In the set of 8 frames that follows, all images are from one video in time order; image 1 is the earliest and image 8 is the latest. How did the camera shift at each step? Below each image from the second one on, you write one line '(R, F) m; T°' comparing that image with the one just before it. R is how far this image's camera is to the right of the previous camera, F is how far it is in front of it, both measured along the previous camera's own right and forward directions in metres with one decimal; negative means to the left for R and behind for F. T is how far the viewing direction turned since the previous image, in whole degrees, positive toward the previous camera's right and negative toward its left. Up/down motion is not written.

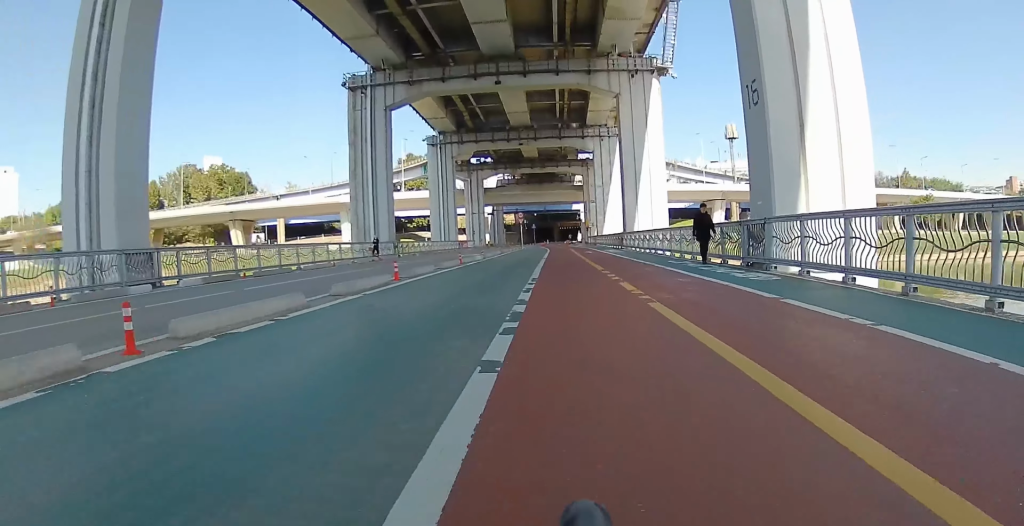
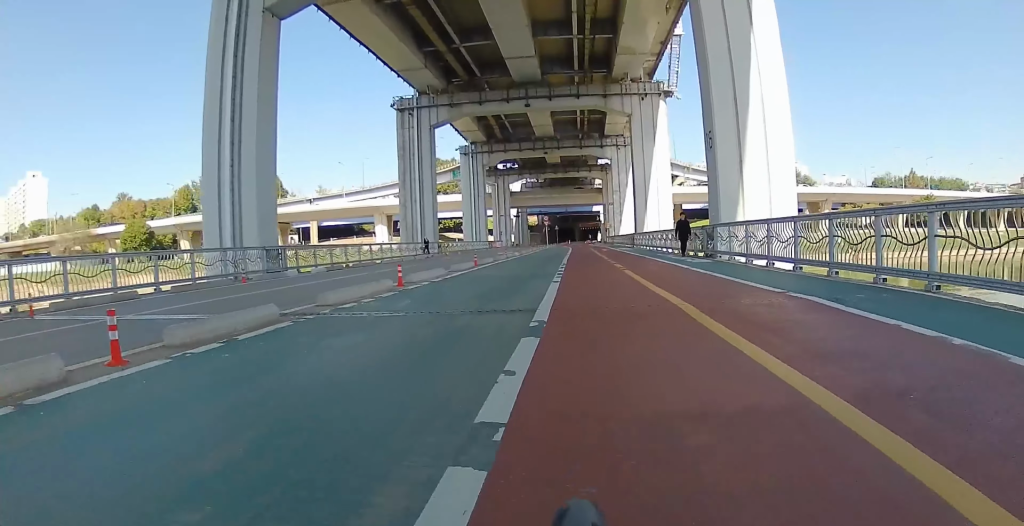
(+0.1, +7.8) m; +1°
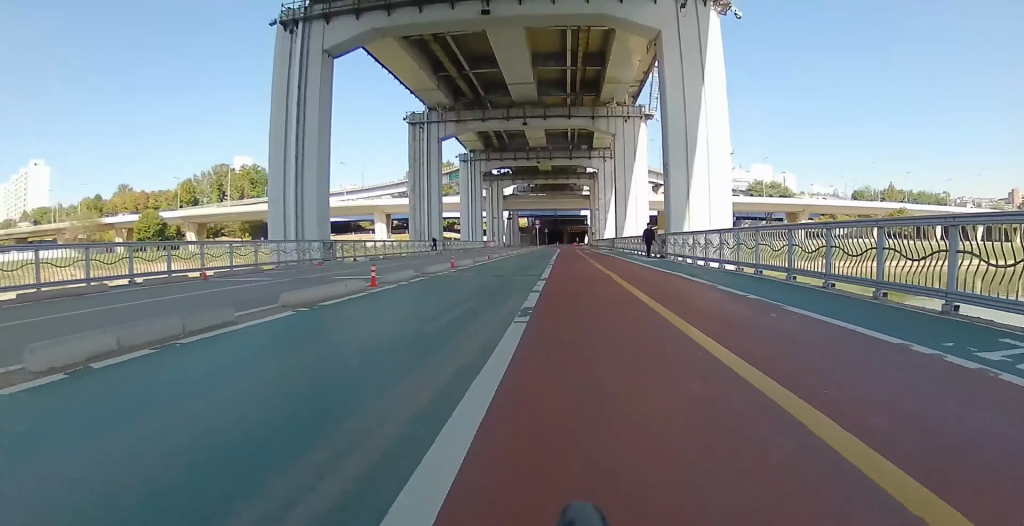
(0.0, +7.7) m; -1°
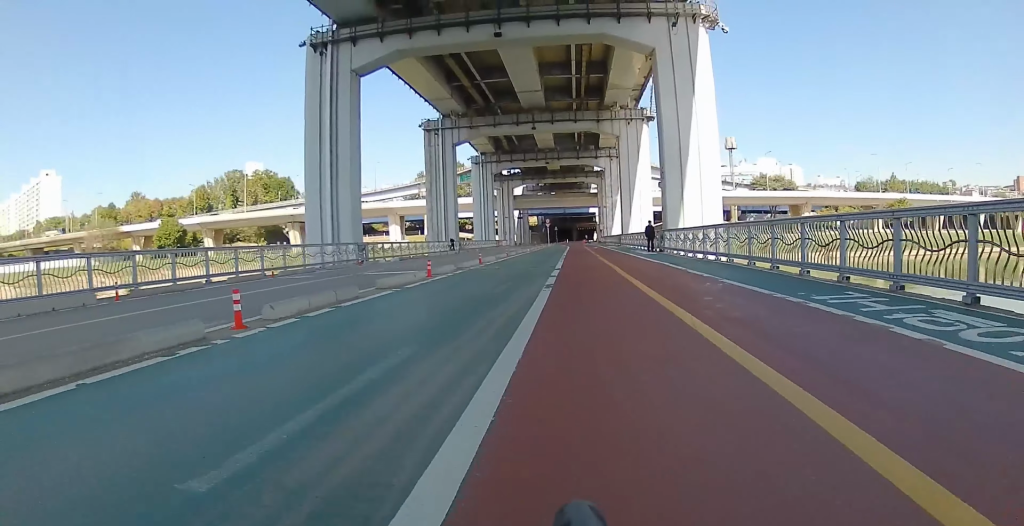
(-0.1, +3.9) m; 0°
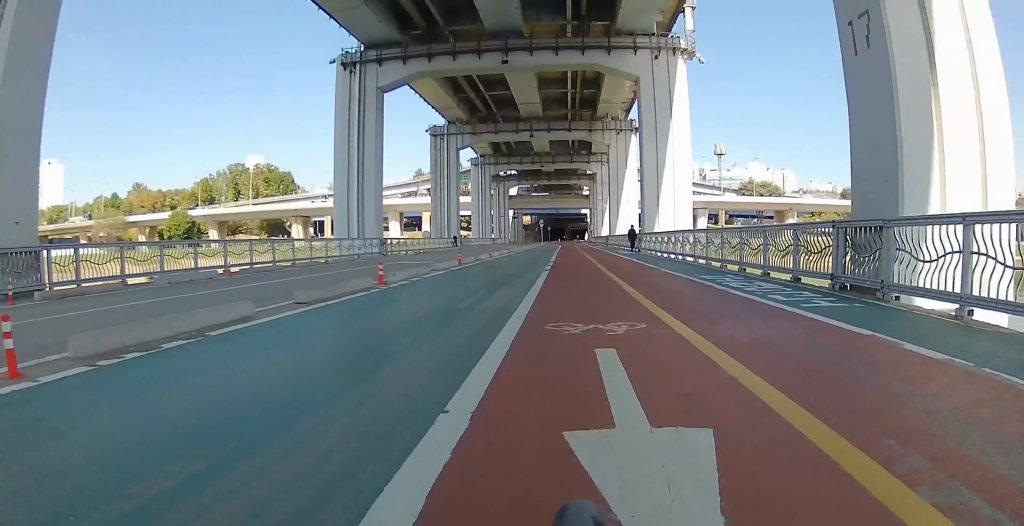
(0.0, +6.1) m; 0°
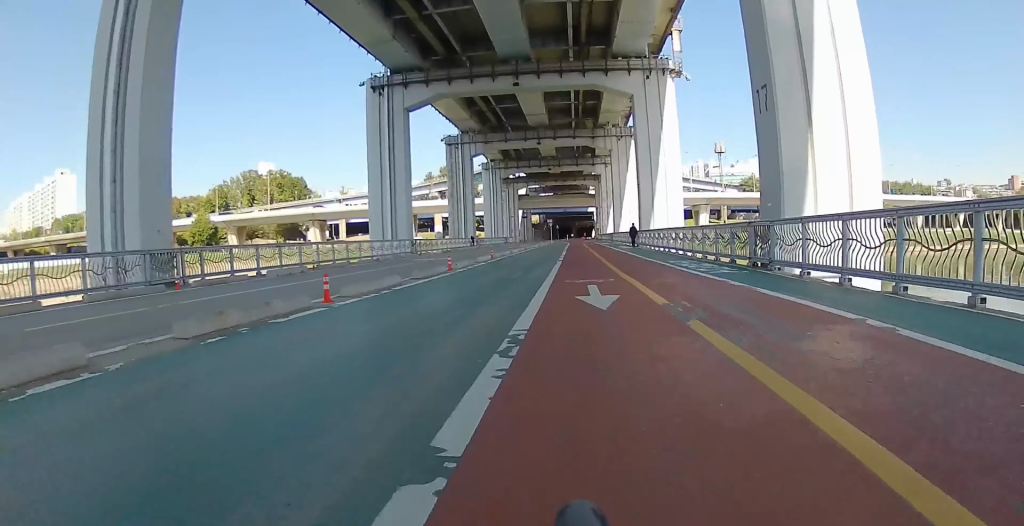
(+0.1, +6.1) m; +1°
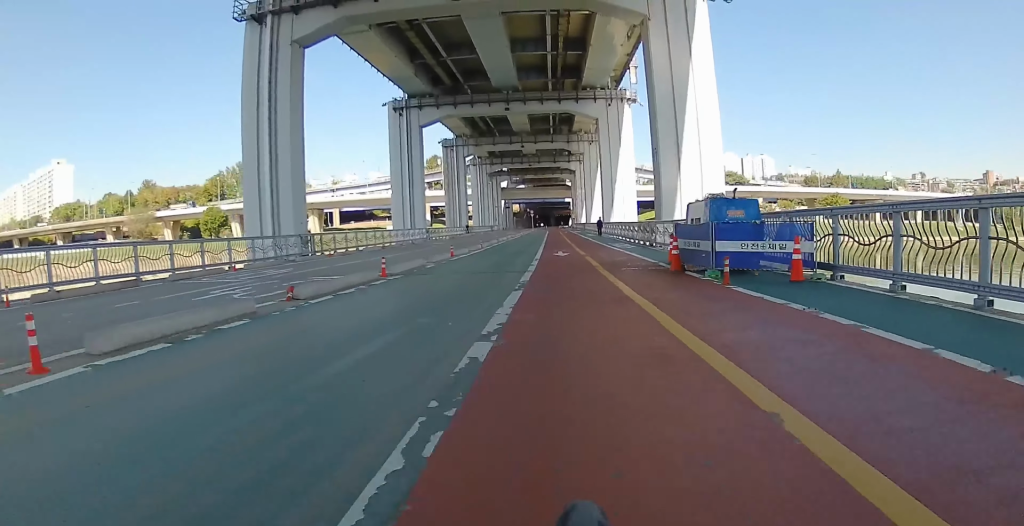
(+0.1, +13.6) m; -1°
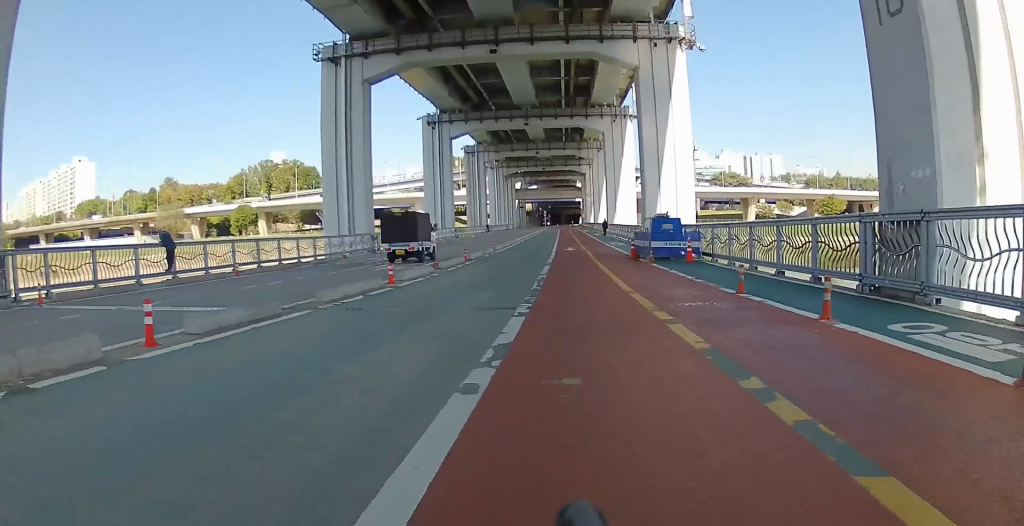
(-0.2, +9.6) m; 0°
